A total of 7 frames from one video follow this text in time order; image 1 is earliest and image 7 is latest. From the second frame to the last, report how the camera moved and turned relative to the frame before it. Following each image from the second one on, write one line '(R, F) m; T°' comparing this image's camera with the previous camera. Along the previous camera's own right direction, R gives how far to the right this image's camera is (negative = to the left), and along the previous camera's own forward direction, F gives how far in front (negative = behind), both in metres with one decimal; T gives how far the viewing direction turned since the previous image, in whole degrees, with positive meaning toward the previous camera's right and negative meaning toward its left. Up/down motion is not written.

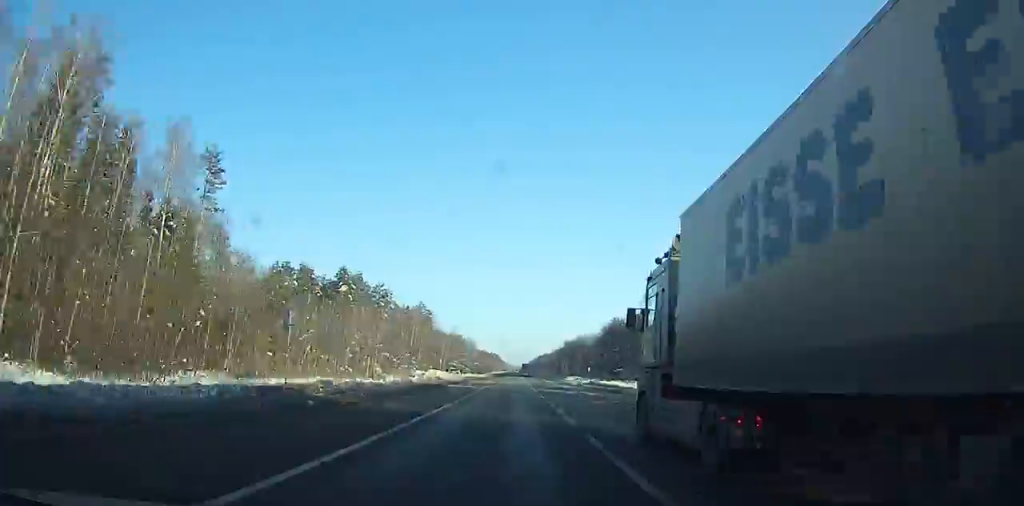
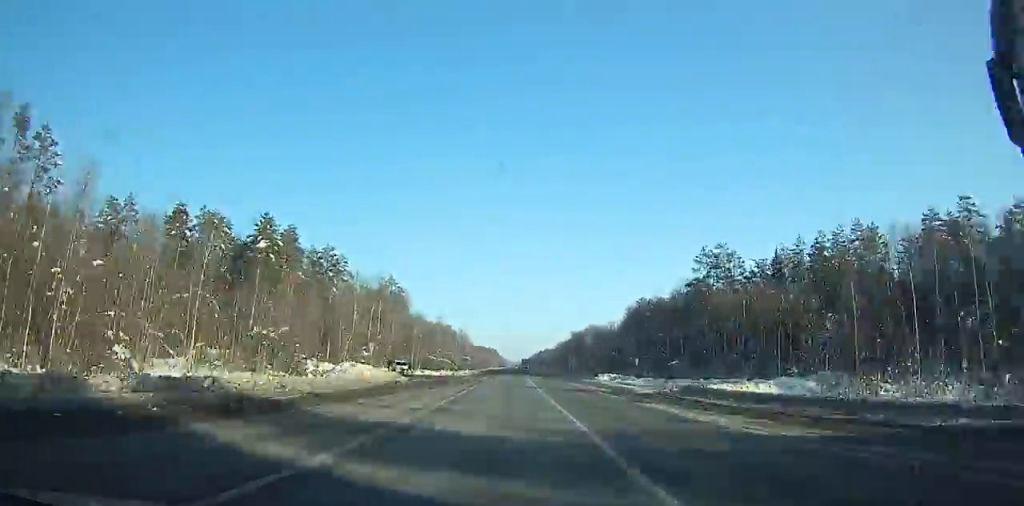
(+0.5, +48.9) m; +1°
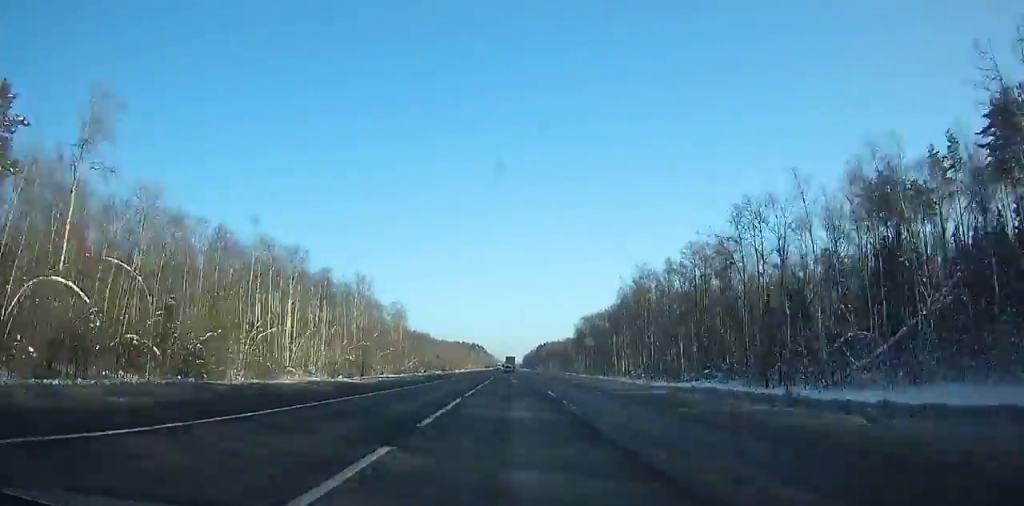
(+0.4, +174.7) m; -1°
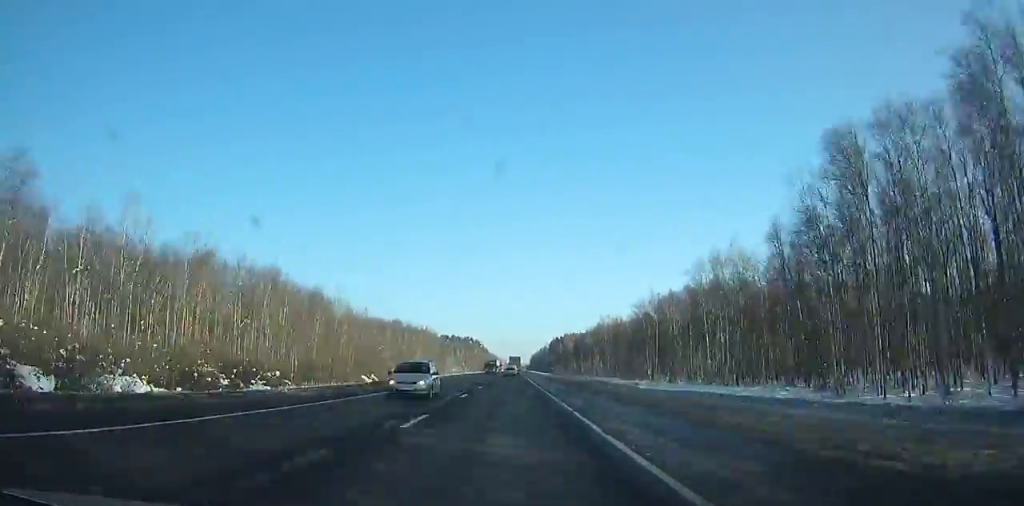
(-1.1, +155.6) m; 0°
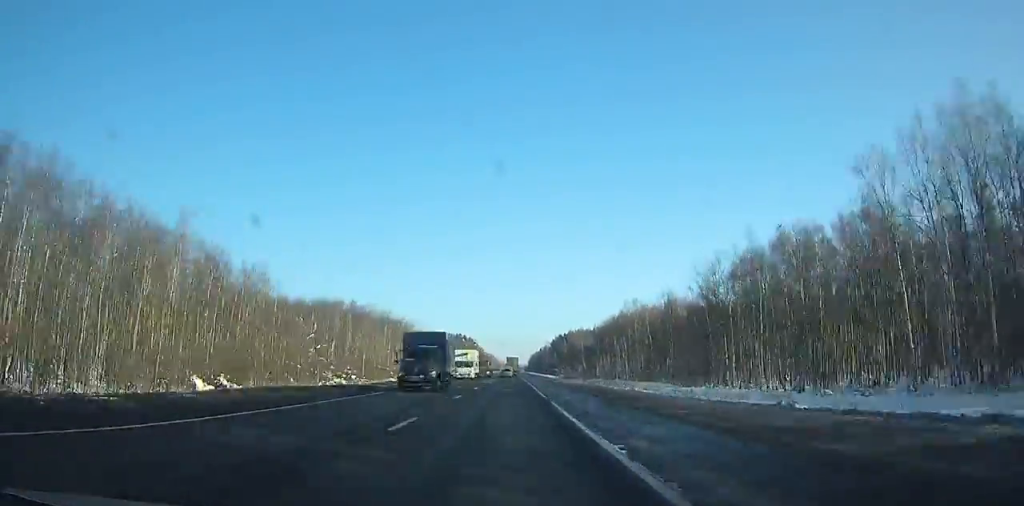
(+0.1, +46.9) m; 0°
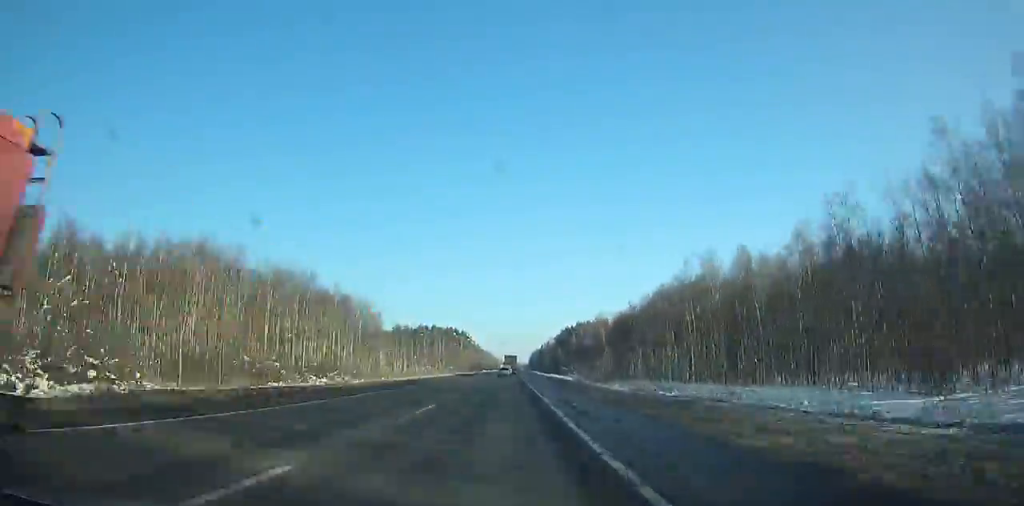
(-0.2, +52.3) m; 0°
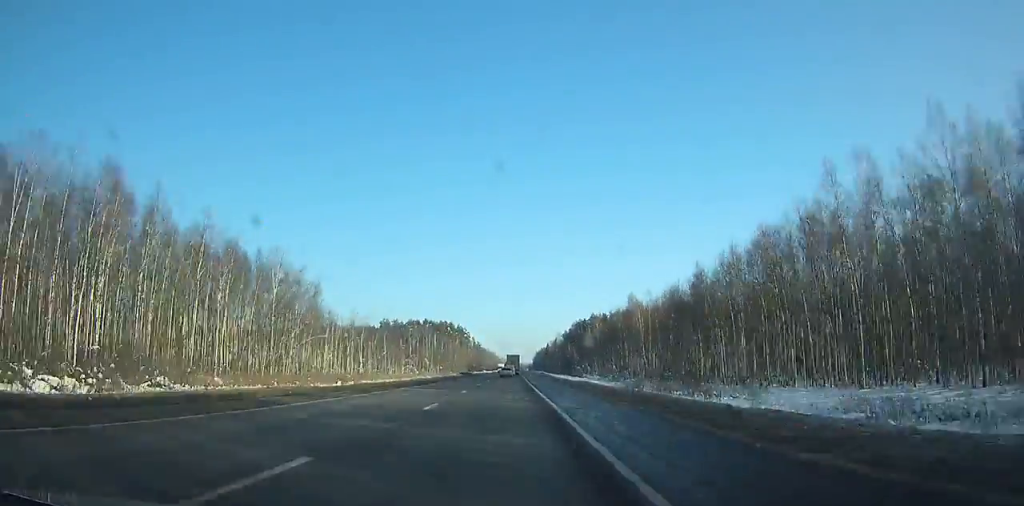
(0.0, +43.8) m; 0°
